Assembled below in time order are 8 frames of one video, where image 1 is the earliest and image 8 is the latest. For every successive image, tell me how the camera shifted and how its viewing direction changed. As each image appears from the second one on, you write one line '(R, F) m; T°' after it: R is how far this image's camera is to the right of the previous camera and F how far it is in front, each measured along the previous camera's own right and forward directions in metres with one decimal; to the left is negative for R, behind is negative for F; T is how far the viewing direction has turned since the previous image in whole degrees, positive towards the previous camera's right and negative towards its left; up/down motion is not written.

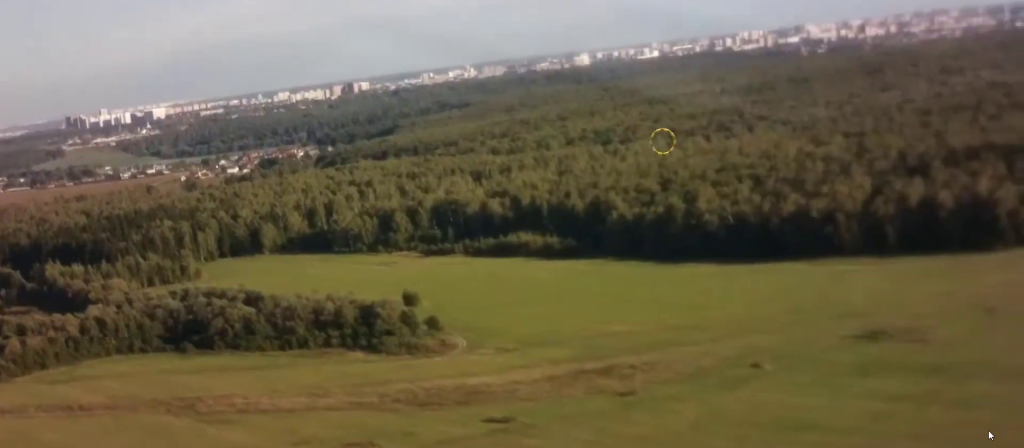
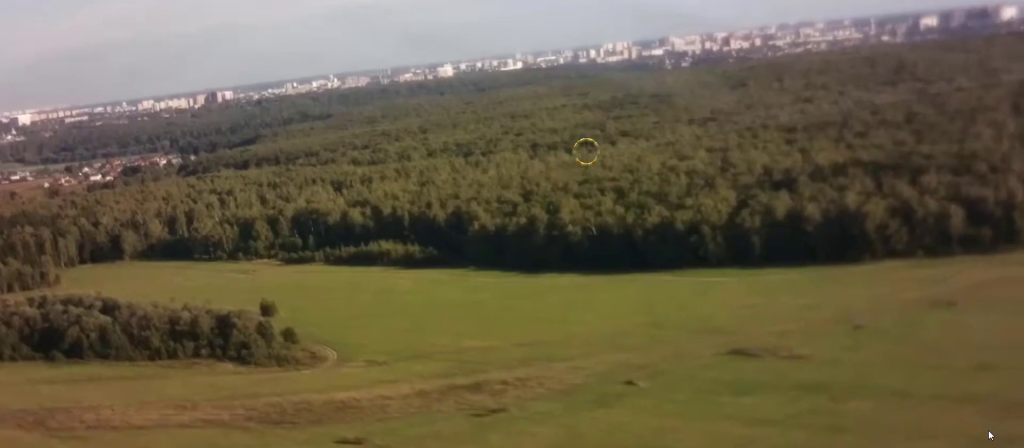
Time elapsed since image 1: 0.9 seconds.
(+0.8, +10.5) m; +5°
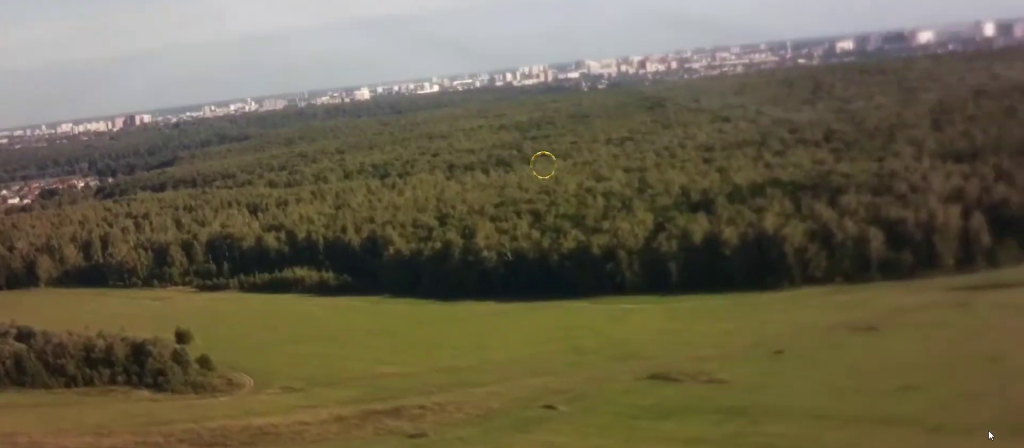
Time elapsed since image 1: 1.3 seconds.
(0.0, +5.3) m; +3°
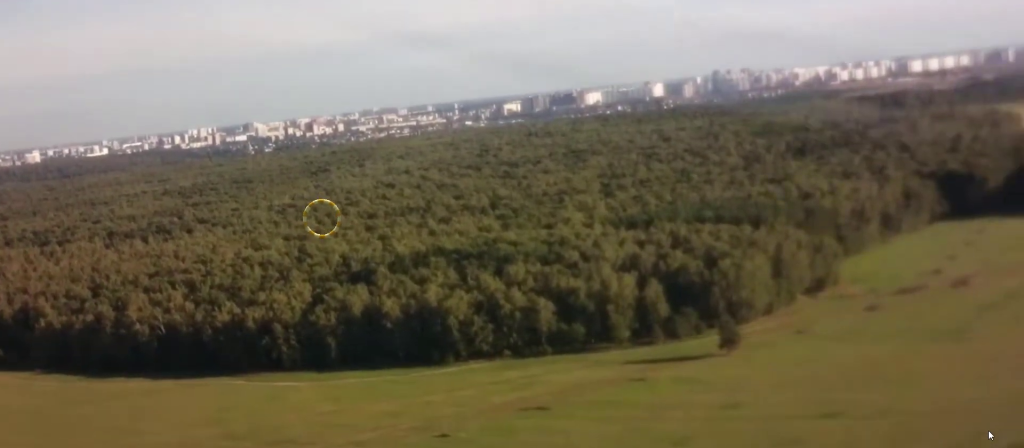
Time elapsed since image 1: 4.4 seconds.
(+6.0, +37.4) m; +17°
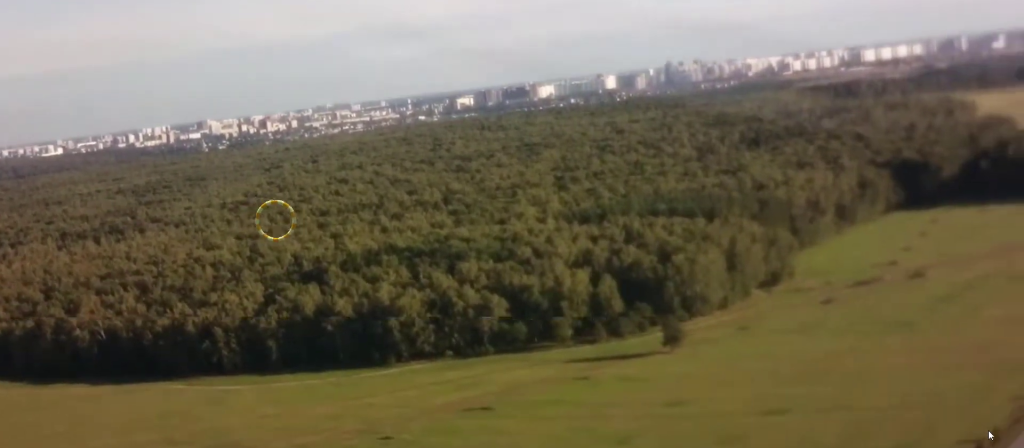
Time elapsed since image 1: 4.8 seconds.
(0.0, +5.1) m; +2°
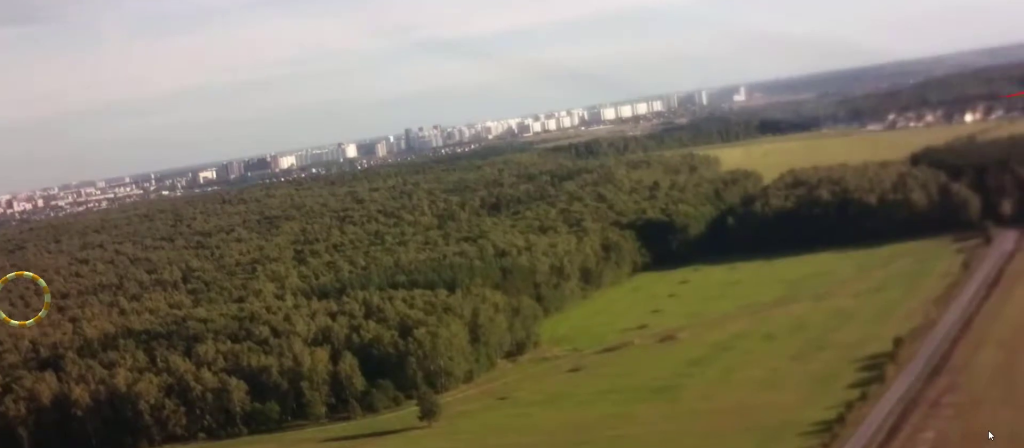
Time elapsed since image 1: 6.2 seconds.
(+1.7, +18.1) m; +10°
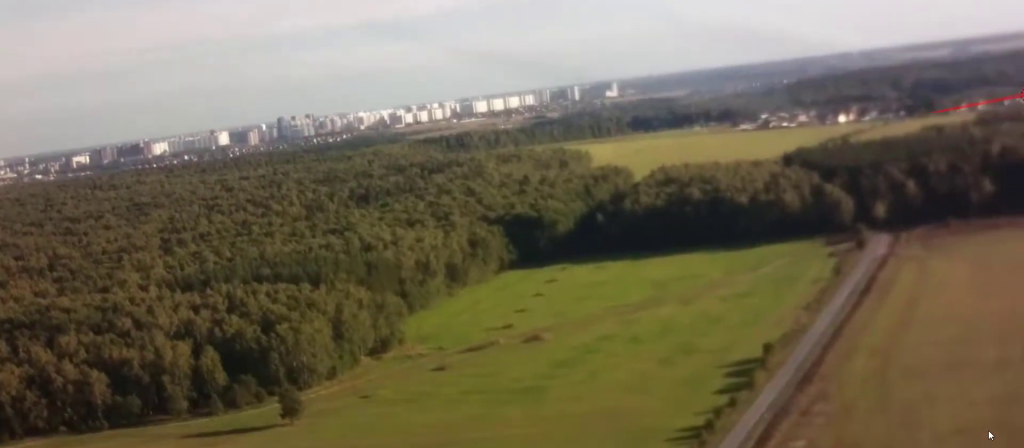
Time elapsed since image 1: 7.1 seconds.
(+0.5, +9.9) m; +5°
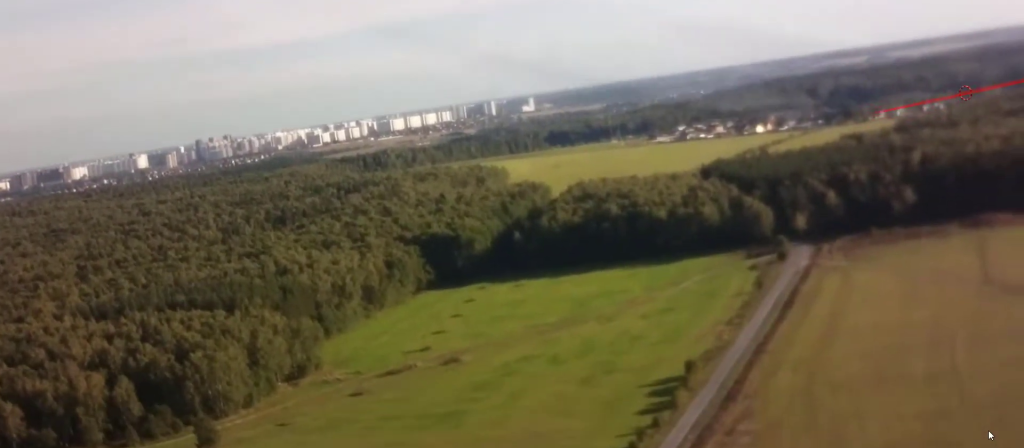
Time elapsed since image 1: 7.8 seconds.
(+0.3, +8.7) m; +4°
